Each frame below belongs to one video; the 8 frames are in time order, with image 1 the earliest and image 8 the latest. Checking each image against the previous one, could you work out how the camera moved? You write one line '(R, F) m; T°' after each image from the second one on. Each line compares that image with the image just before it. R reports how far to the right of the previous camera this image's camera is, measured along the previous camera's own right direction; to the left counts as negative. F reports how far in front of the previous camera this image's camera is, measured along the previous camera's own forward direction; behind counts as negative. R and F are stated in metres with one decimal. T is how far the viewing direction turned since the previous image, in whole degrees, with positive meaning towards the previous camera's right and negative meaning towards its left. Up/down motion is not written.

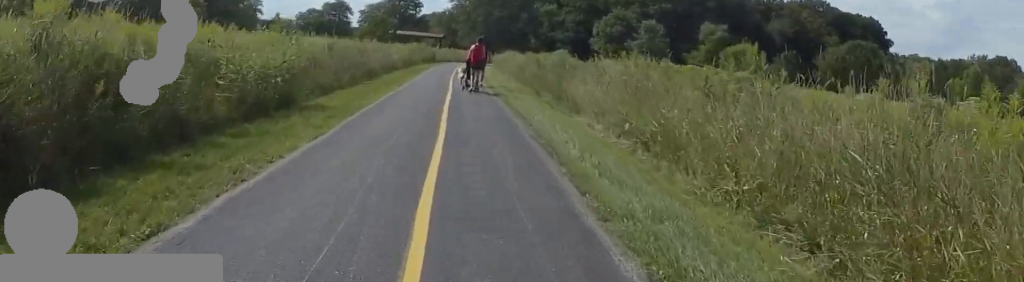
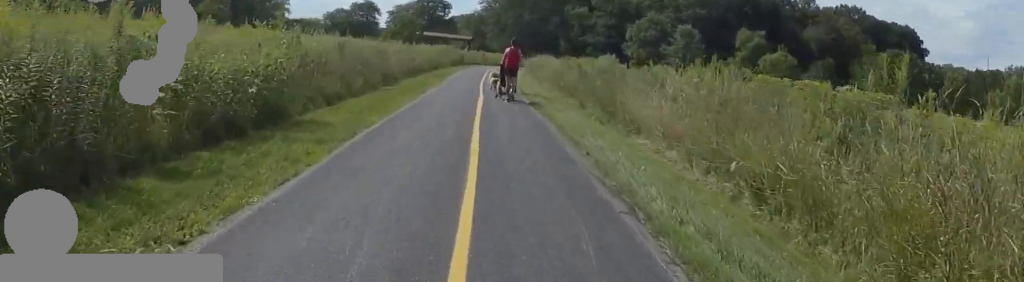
(-0.4, +2.5) m; 0°
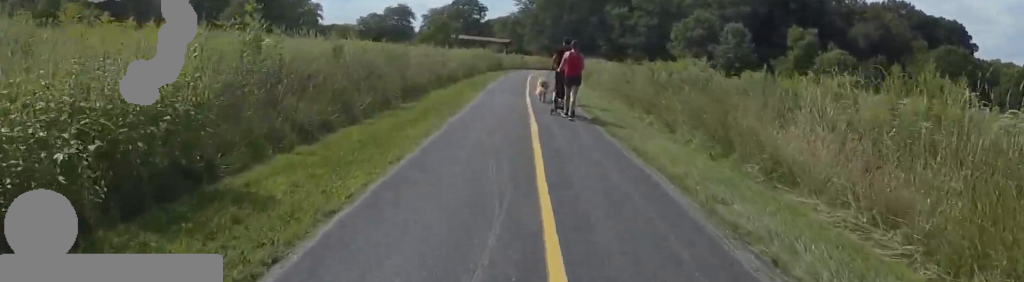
(+0.5, +4.3) m; +5°
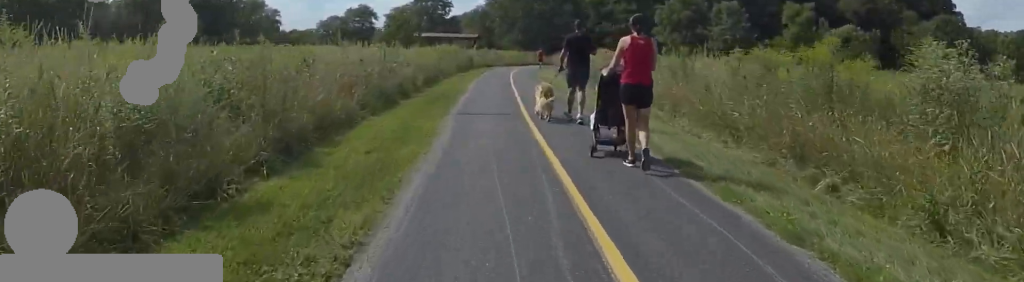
(+0.5, +8.1) m; -4°
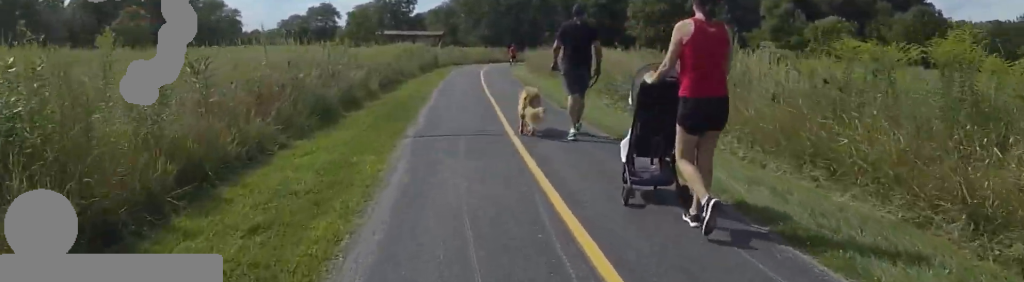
(-0.3, +3.2) m; -2°
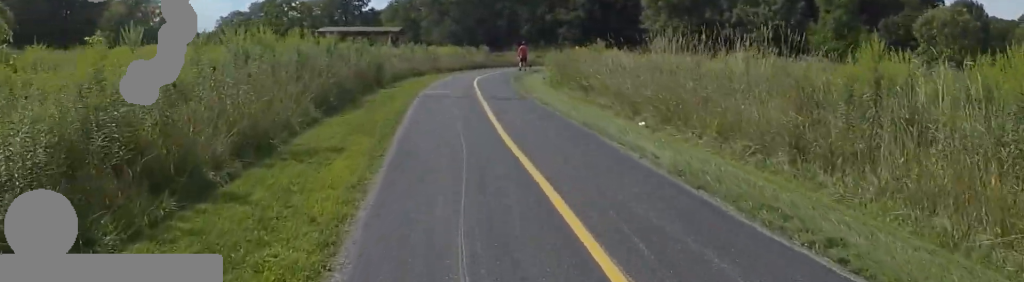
(+2.5, +18.5) m; +13°
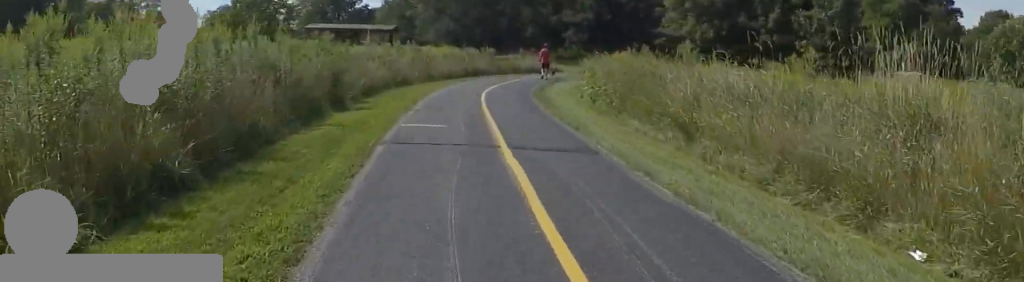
(-0.1, +7.1) m; 0°
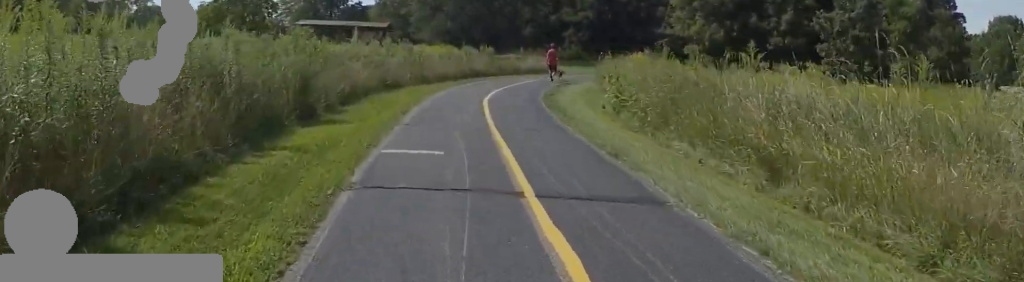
(+0.2, +2.6) m; 0°
